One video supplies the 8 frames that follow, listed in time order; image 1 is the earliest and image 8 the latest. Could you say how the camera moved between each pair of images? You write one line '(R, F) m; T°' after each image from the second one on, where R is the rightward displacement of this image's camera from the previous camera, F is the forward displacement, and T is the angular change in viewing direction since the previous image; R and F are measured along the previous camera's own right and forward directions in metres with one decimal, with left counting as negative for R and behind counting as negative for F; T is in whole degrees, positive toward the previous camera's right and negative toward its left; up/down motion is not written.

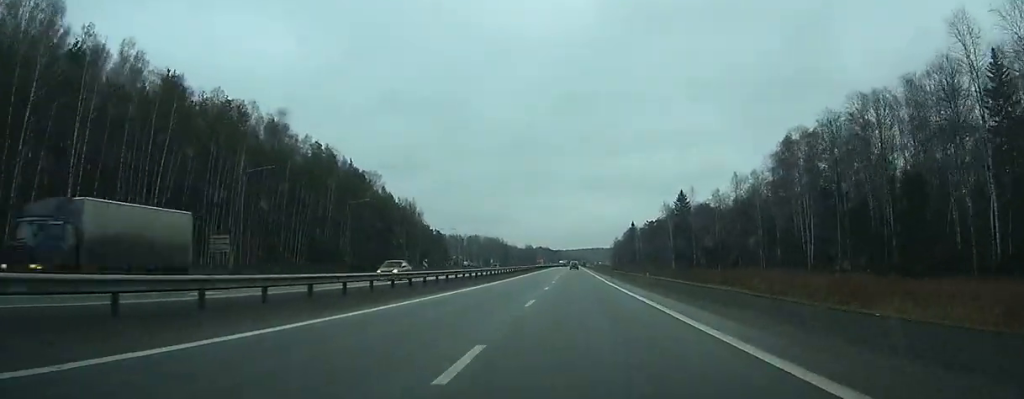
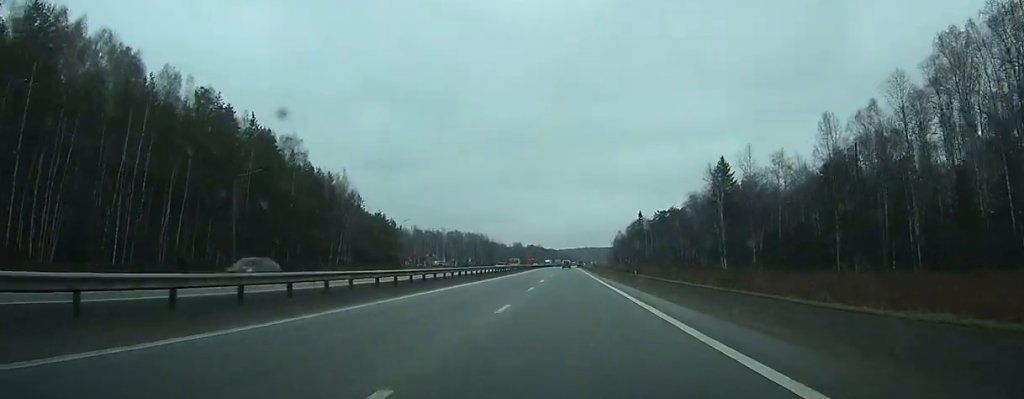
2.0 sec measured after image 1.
(+0.1, +48.7) m; 0°
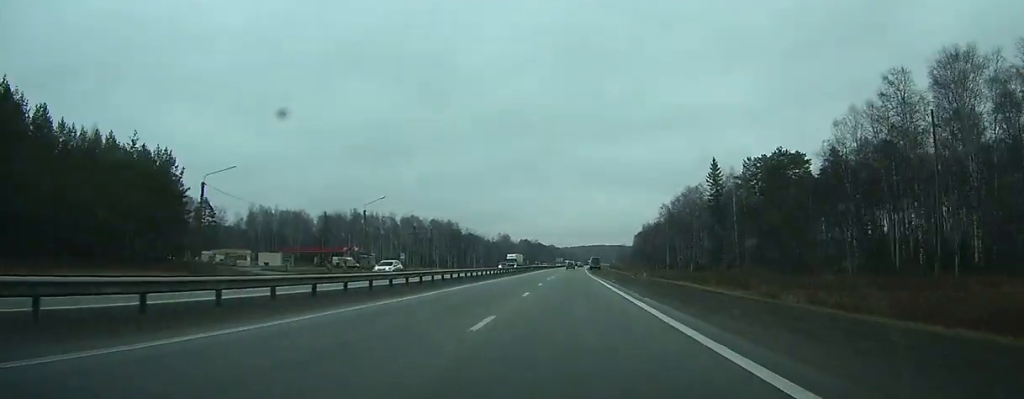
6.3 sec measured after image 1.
(-0.9, +113.1) m; -1°
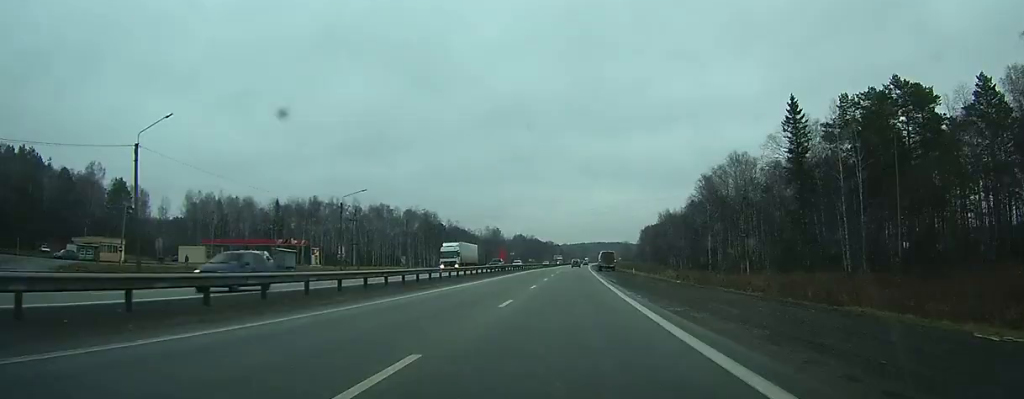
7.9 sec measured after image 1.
(-0.1, +43.9) m; 0°
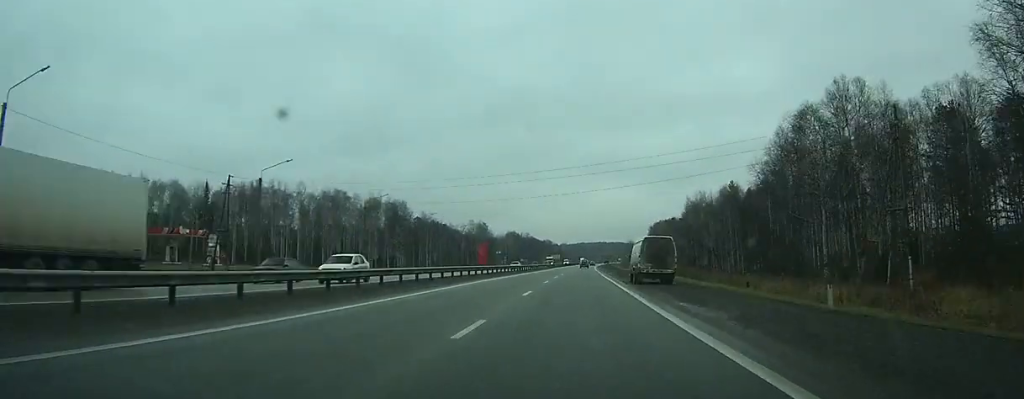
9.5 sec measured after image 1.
(0.0, +45.0) m; 0°
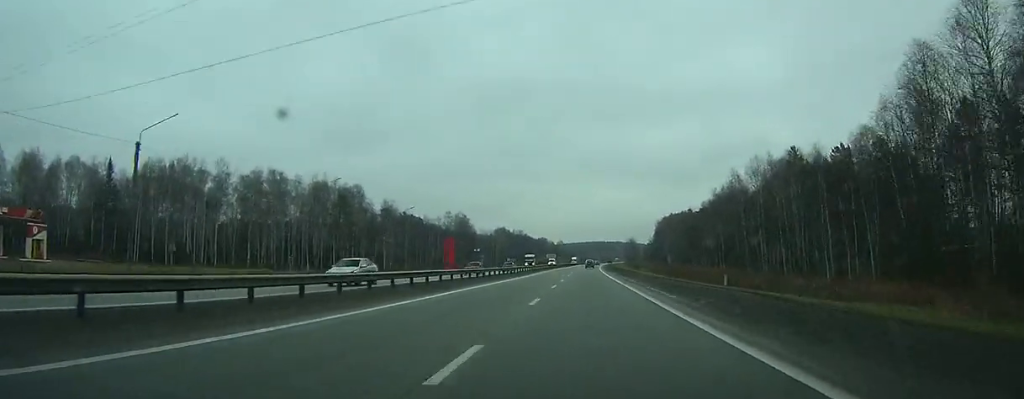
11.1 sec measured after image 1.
(0.0, +40.5) m; +1°
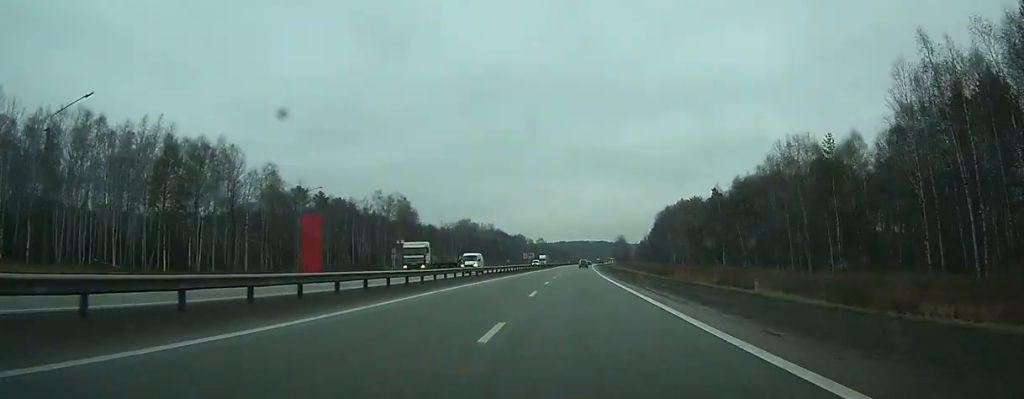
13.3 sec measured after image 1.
(+0.6, +57.6) m; +1°
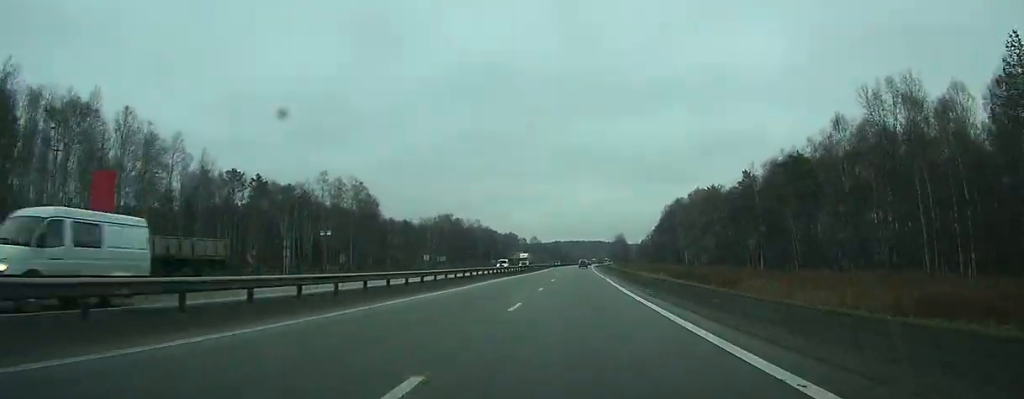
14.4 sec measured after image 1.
(+0.3, +29.8) m; +1°
